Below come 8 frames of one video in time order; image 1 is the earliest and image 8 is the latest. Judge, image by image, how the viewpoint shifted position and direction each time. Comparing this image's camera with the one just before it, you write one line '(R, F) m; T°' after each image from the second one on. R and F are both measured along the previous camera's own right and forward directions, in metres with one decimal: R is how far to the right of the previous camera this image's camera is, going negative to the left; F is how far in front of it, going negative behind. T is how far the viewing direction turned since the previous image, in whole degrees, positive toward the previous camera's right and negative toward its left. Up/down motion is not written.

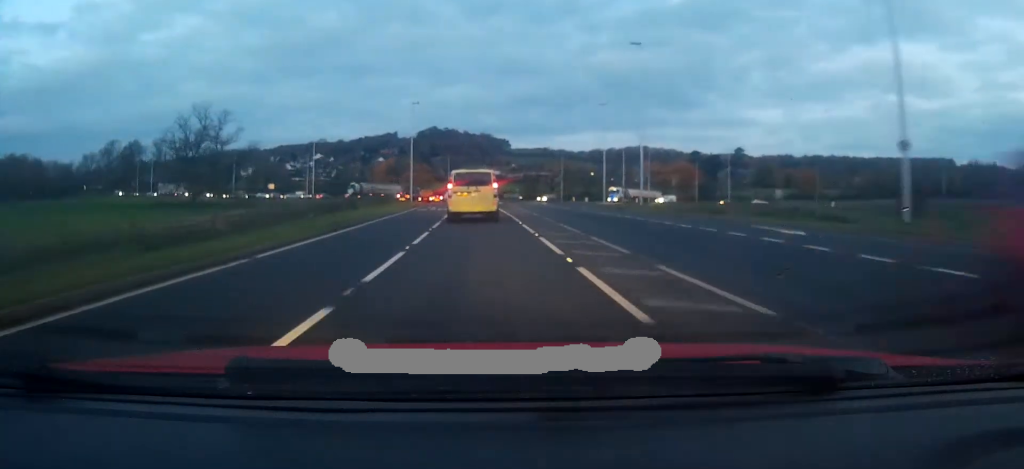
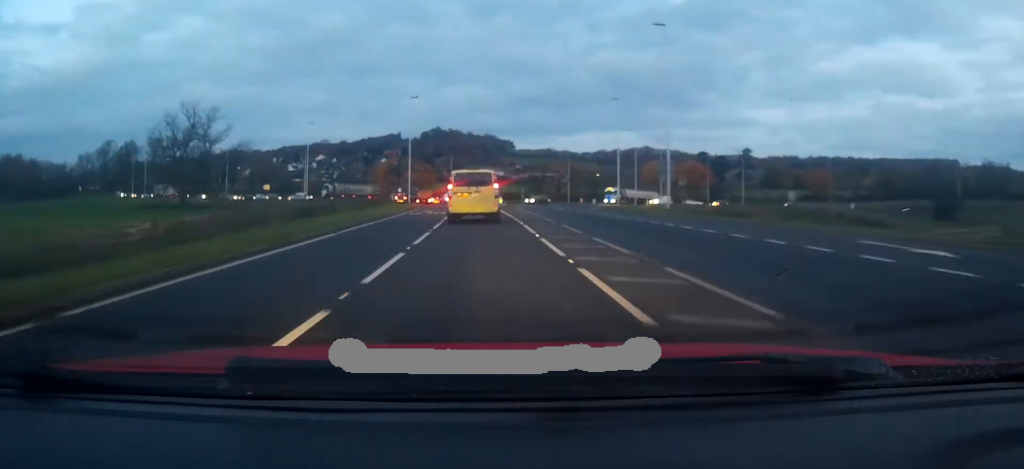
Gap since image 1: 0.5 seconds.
(0.0, +5.8) m; 0°
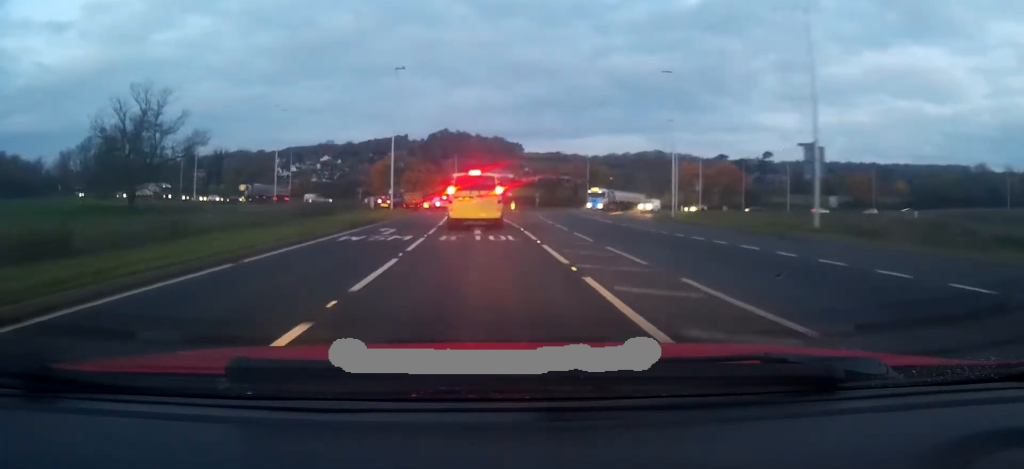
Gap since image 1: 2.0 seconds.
(+0.2, +17.5) m; +1°
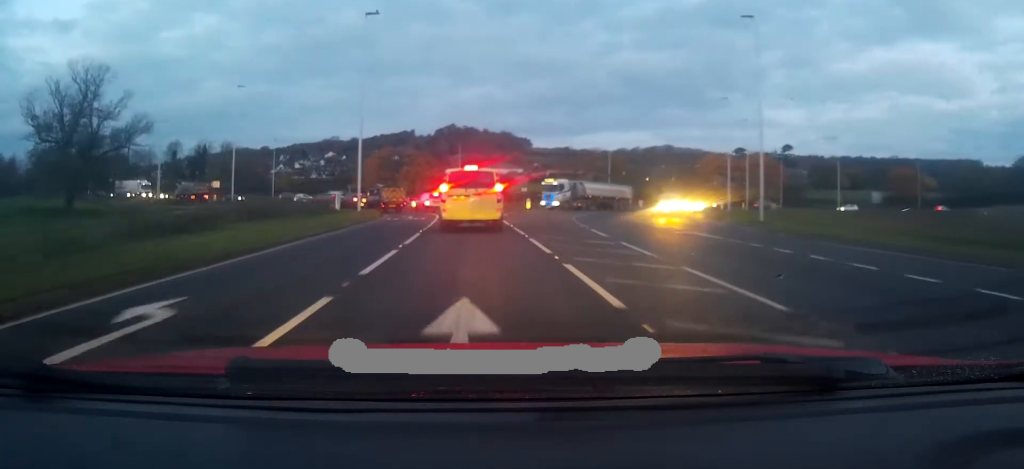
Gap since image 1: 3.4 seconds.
(-0.1, +15.3) m; 0°
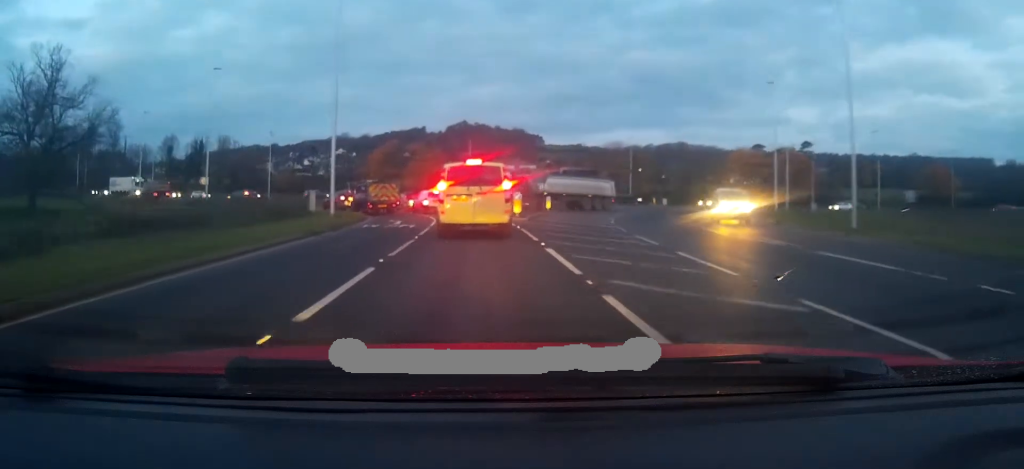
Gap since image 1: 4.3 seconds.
(+0.1, +8.2) m; -2°
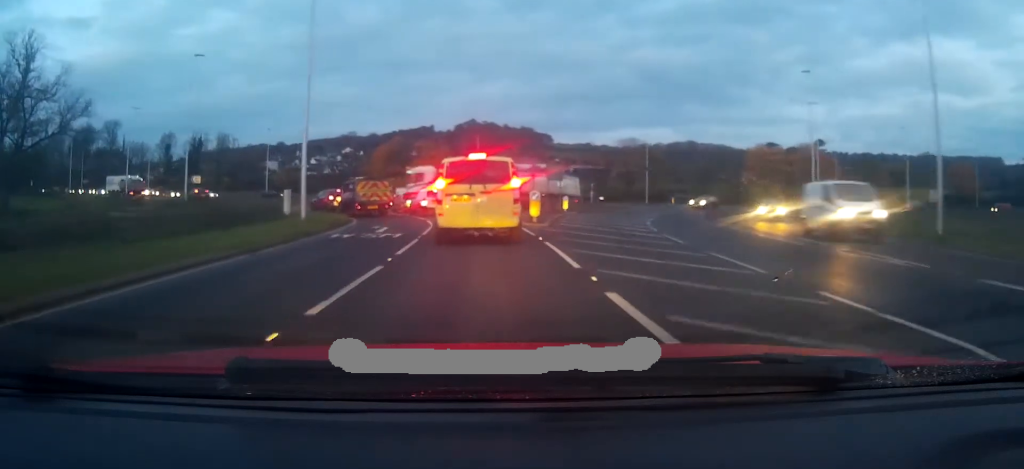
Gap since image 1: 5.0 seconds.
(-0.3, +5.1) m; 0°
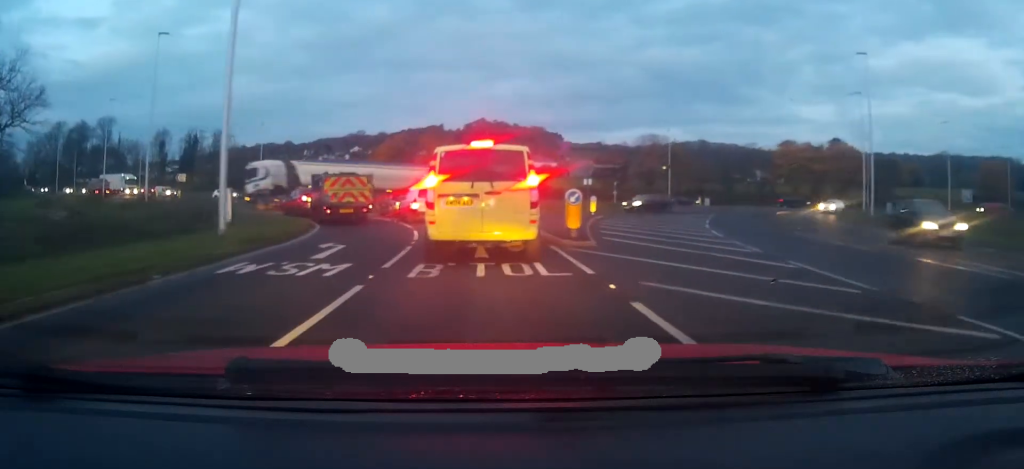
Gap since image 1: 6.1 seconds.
(+0.2, +6.9) m; -1°
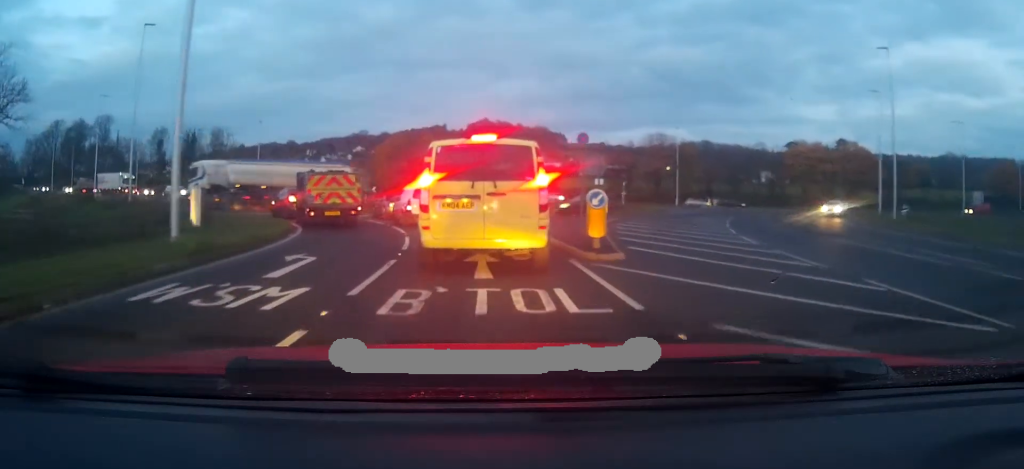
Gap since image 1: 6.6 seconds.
(-0.1, +2.0) m; -2°
